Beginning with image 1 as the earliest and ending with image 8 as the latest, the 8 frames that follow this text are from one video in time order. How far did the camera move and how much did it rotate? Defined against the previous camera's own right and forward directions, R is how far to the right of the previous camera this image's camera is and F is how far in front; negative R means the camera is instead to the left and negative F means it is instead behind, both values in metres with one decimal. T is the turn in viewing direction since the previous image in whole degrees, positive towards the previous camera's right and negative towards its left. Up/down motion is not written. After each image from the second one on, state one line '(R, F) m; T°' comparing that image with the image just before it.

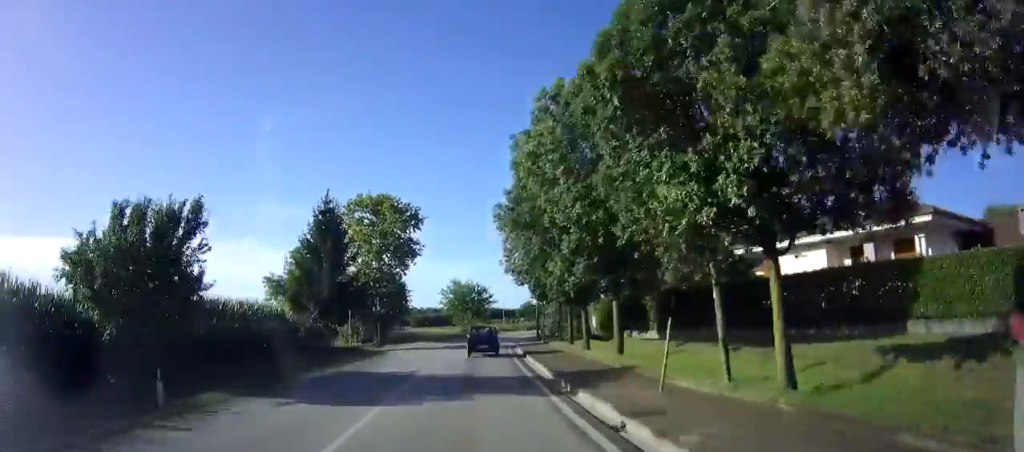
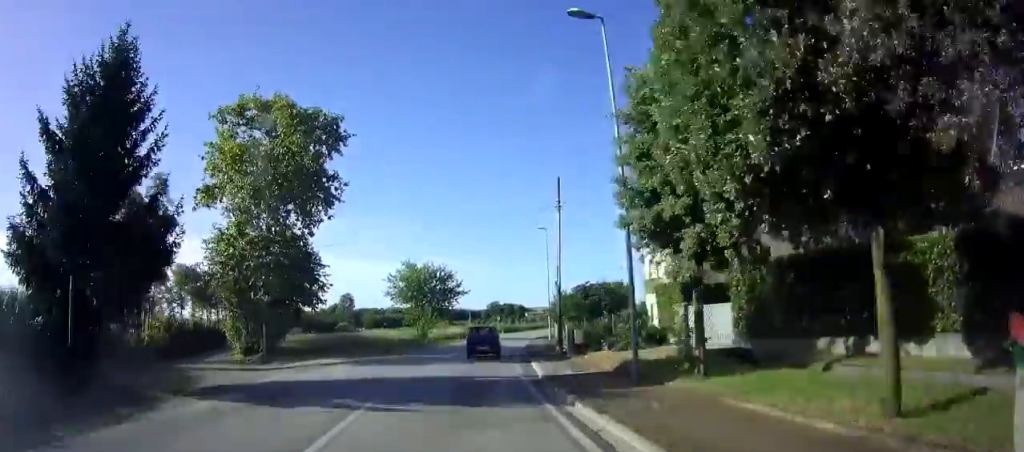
(+0.7, +23.5) m; +4°
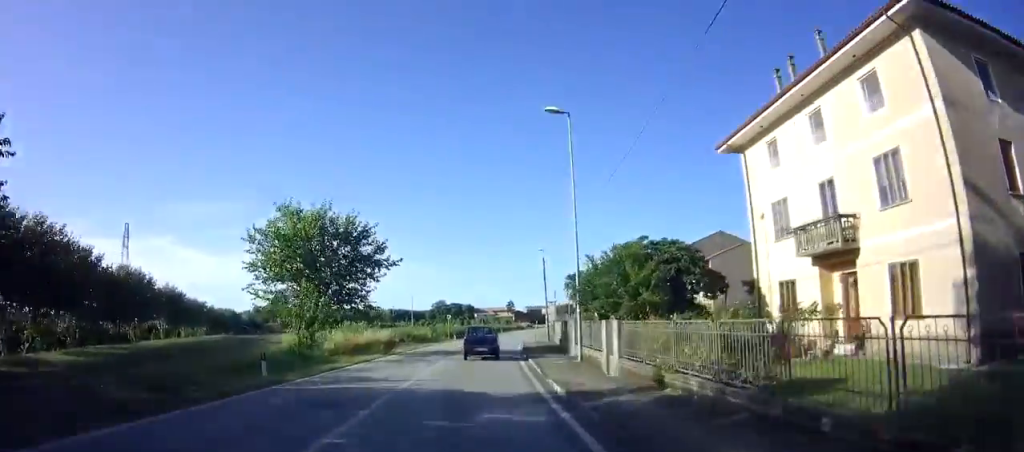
(+1.0, +24.9) m; +4°
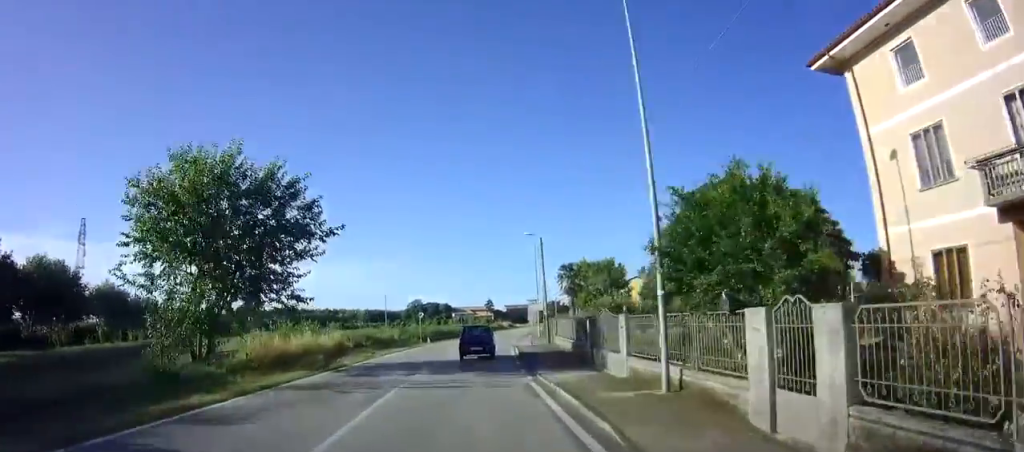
(0.0, +9.4) m; +2°
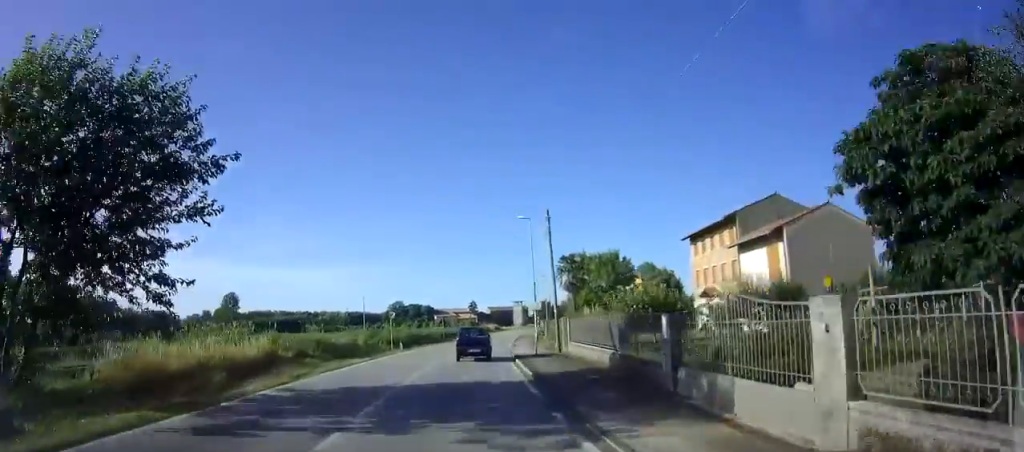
(+0.2, +8.1) m; +2°
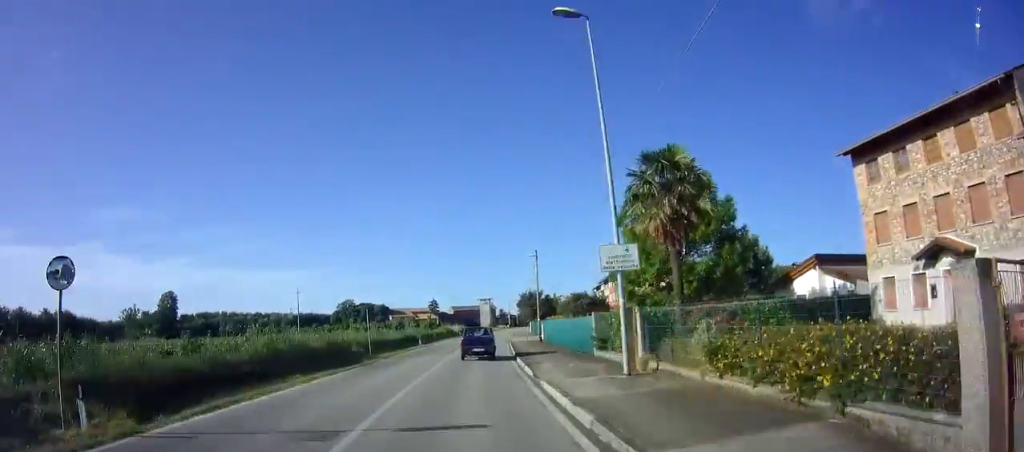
(+1.6, +27.5) m; +6°
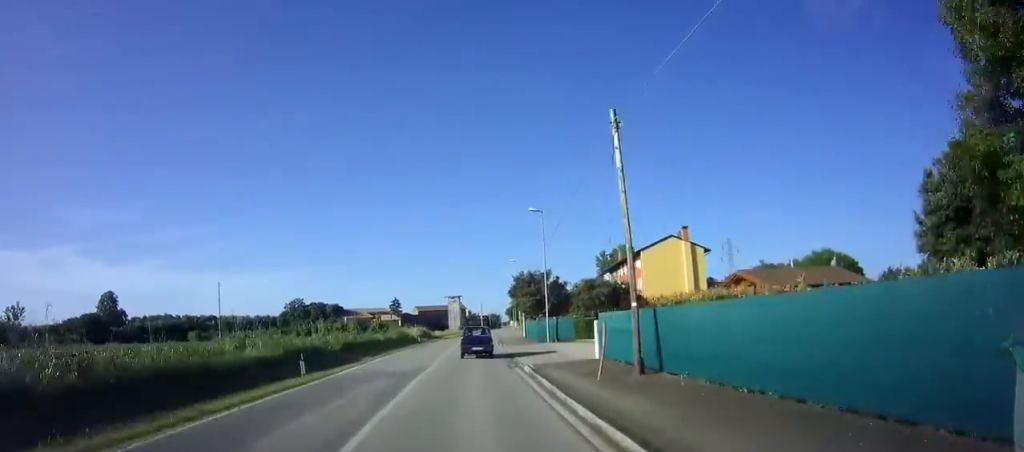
(+0.8, +24.7) m; +3°
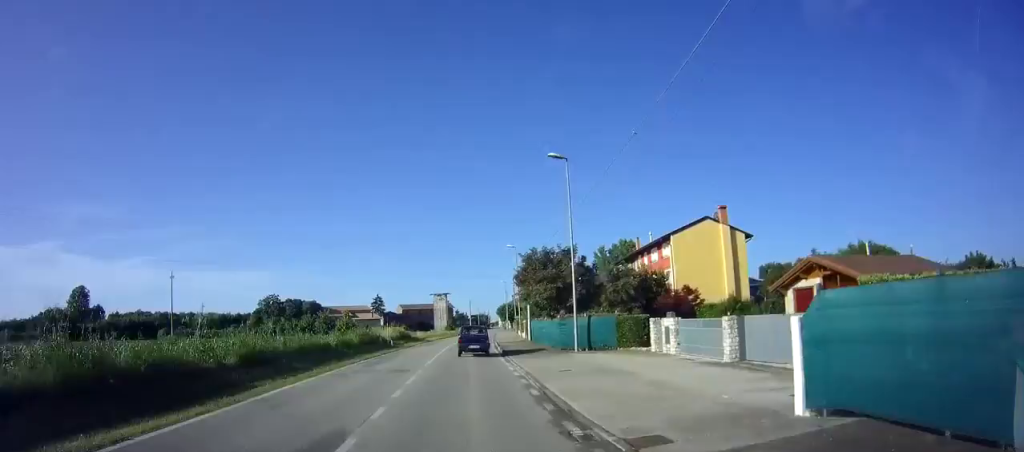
(+0.2, +12.0) m; +1°
